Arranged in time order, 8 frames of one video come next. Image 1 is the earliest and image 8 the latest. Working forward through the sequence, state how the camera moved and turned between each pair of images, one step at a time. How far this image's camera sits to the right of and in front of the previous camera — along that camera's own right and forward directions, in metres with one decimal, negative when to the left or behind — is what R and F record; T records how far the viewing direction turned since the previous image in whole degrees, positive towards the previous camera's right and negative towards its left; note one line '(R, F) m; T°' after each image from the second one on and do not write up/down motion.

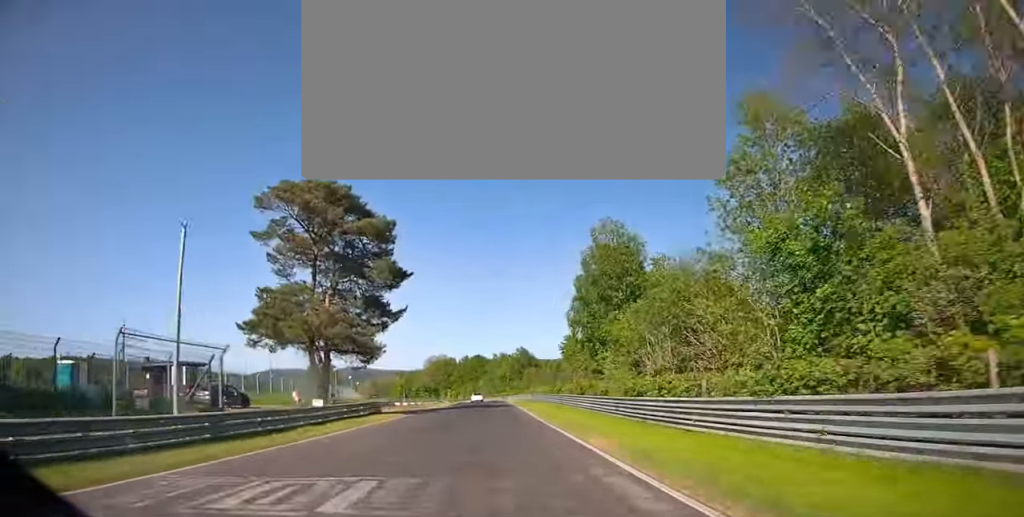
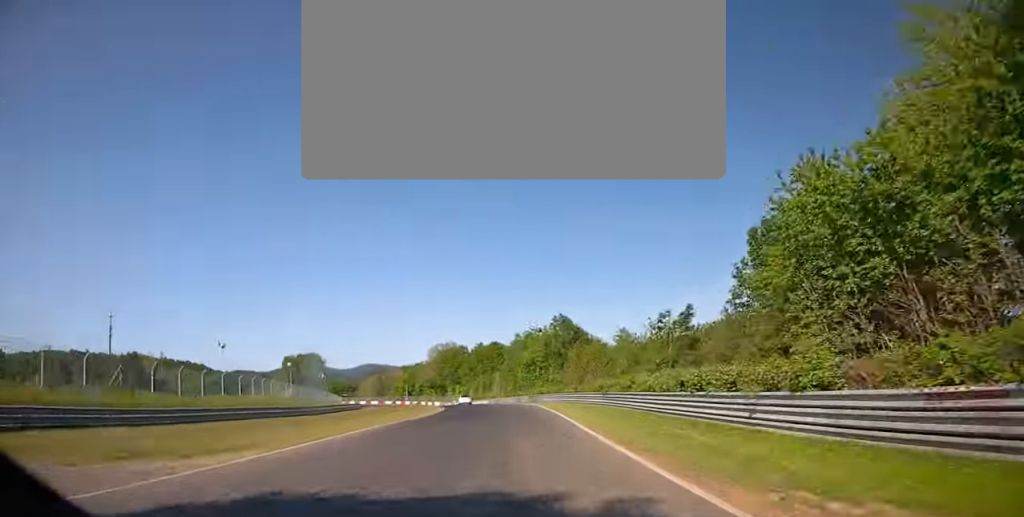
(+0.2, +45.9) m; -2°
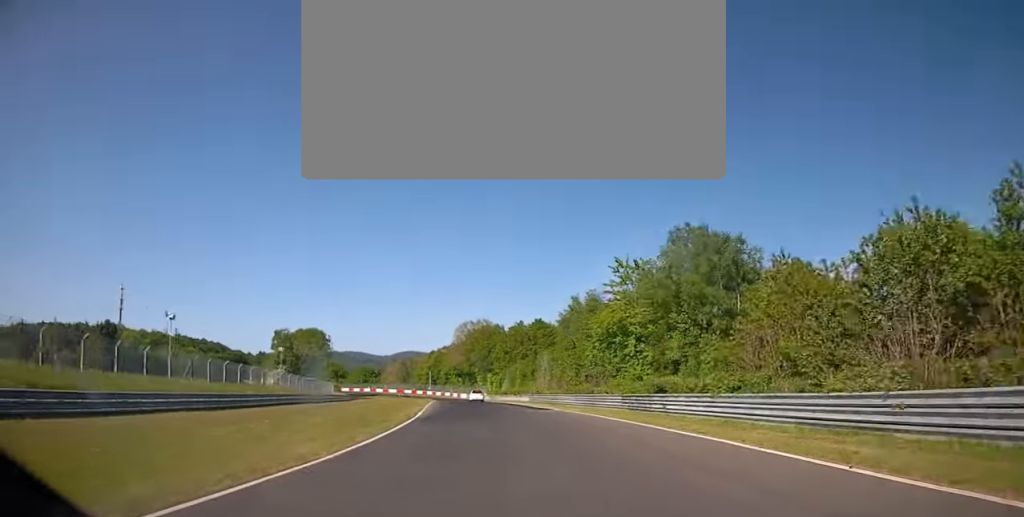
(-1.2, +37.4) m; -3°
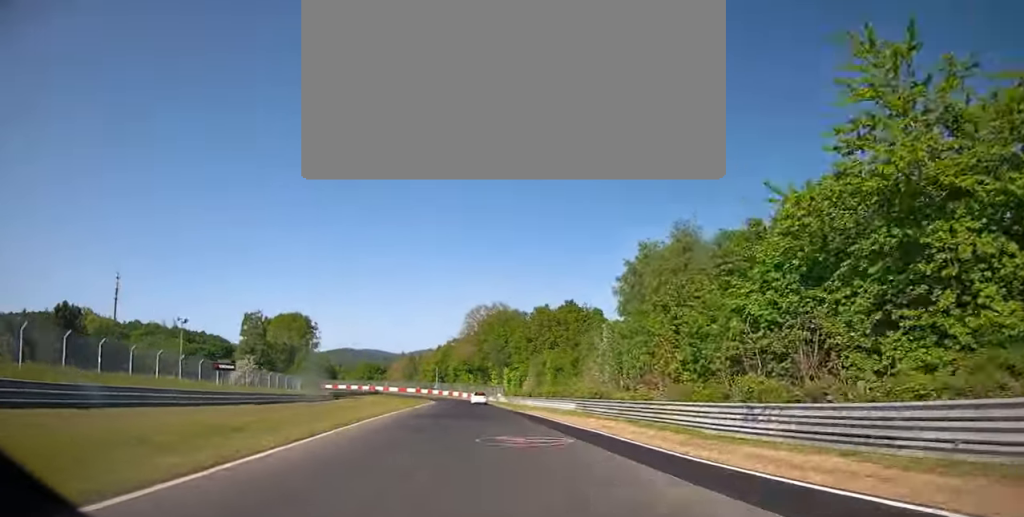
(-0.7, +27.3) m; -3°
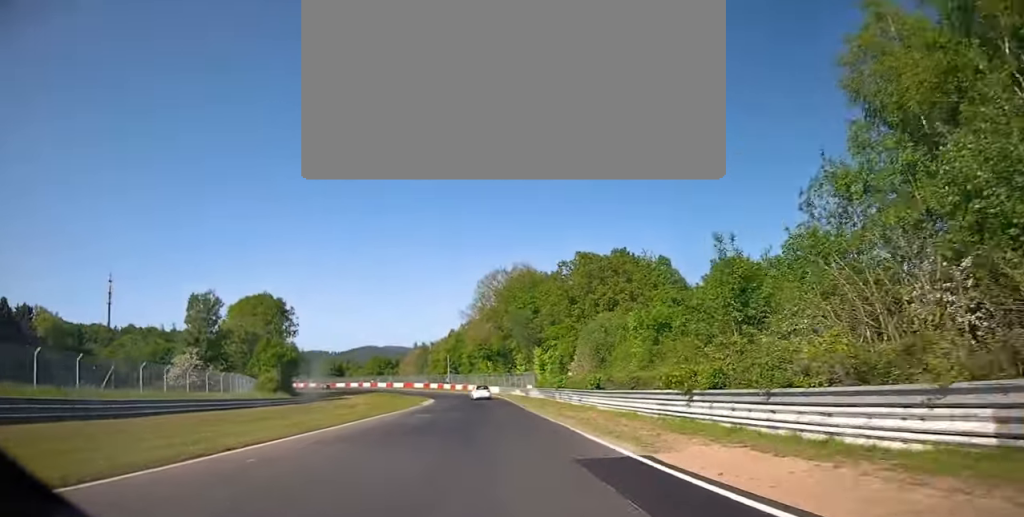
(-0.6, +29.7) m; -3°
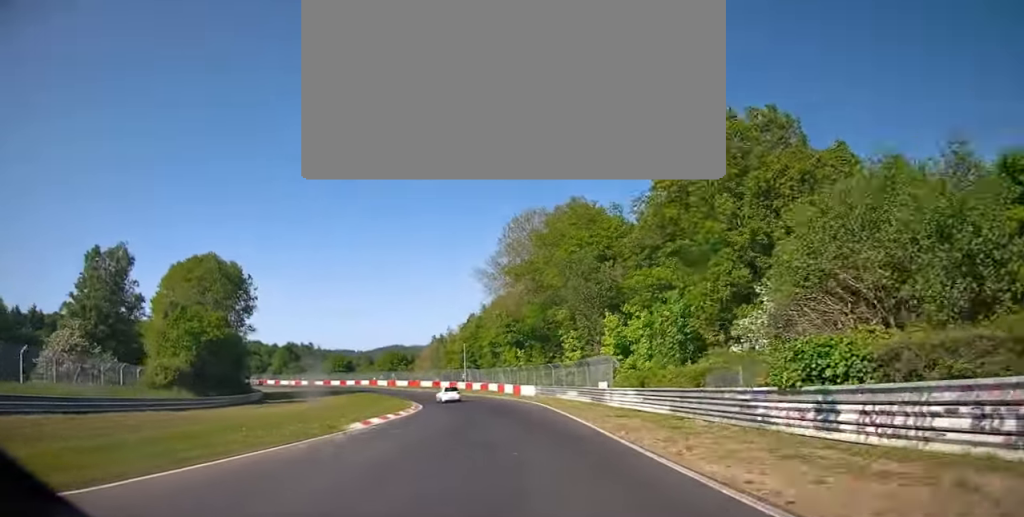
(-1.1, +31.8) m; -5°
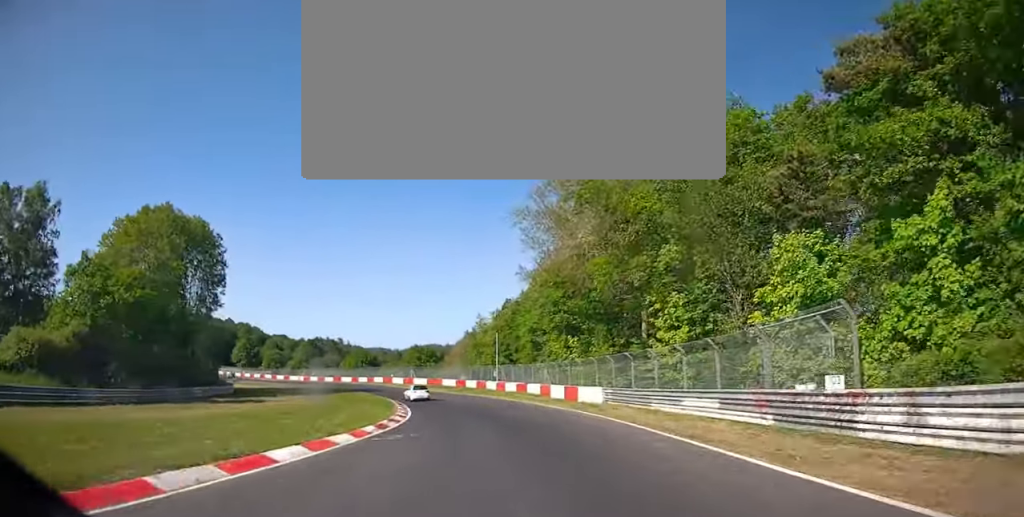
(-1.0, +20.4) m; -5°
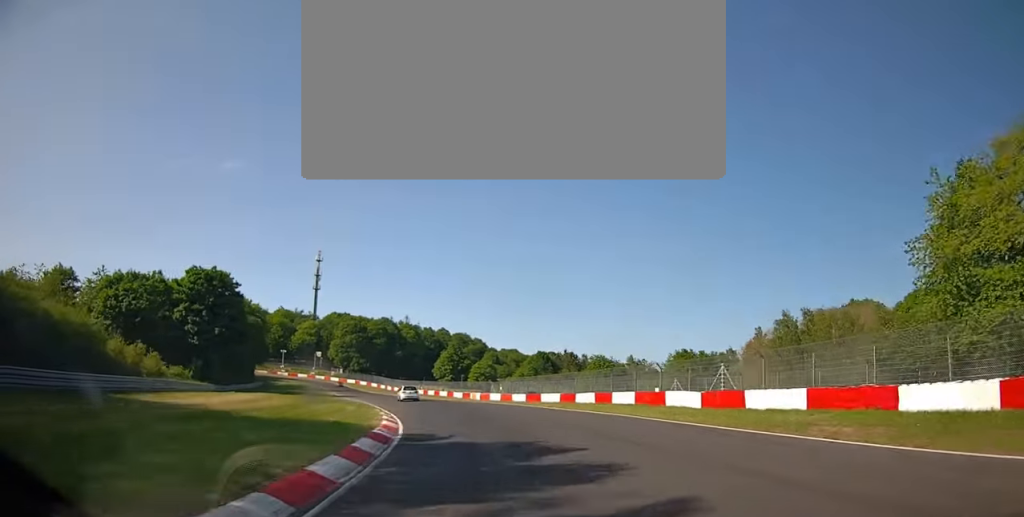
(-12.5, +66.4) m; -23°
